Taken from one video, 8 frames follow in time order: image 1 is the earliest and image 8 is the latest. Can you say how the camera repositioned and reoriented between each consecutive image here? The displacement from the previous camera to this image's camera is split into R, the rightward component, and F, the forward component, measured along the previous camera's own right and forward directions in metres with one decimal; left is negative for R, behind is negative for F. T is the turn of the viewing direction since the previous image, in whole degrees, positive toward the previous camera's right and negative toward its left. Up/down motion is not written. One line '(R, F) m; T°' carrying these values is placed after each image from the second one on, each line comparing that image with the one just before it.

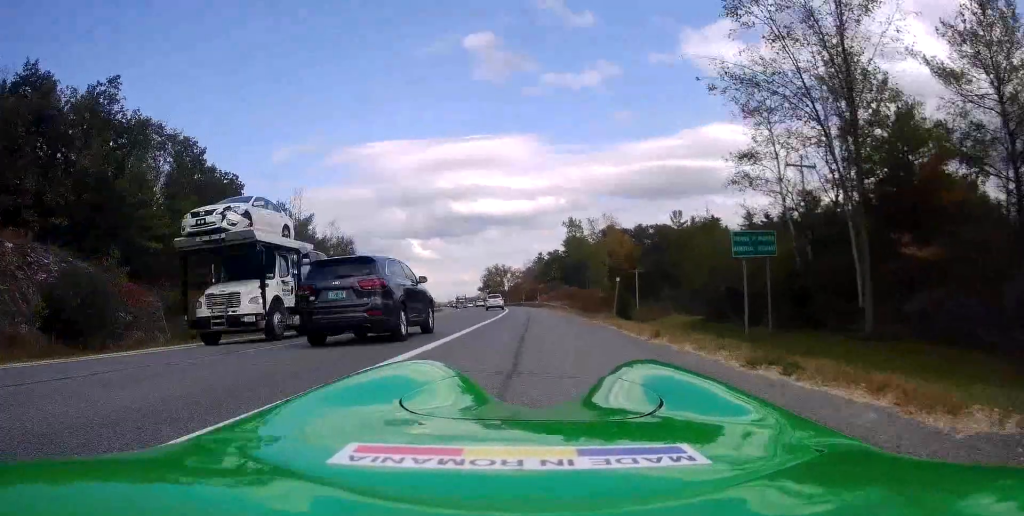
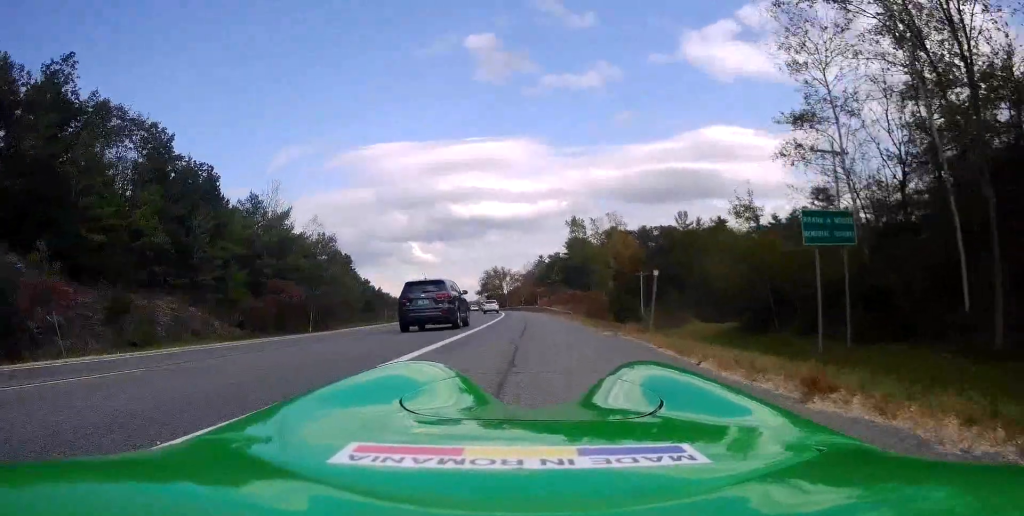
(0.0, +6.1) m; -1°
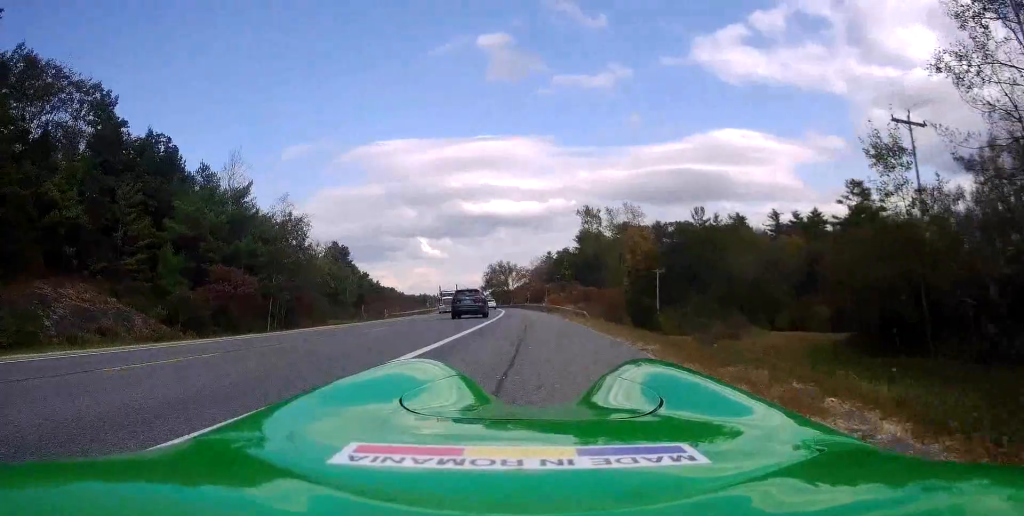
(-0.1, +10.5) m; +1°
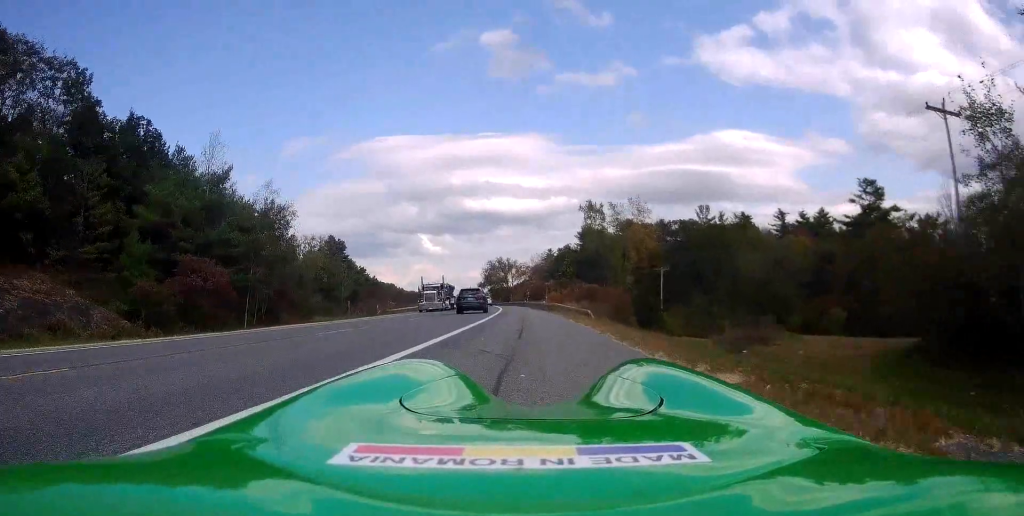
(+0.1, +4.0) m; +1°
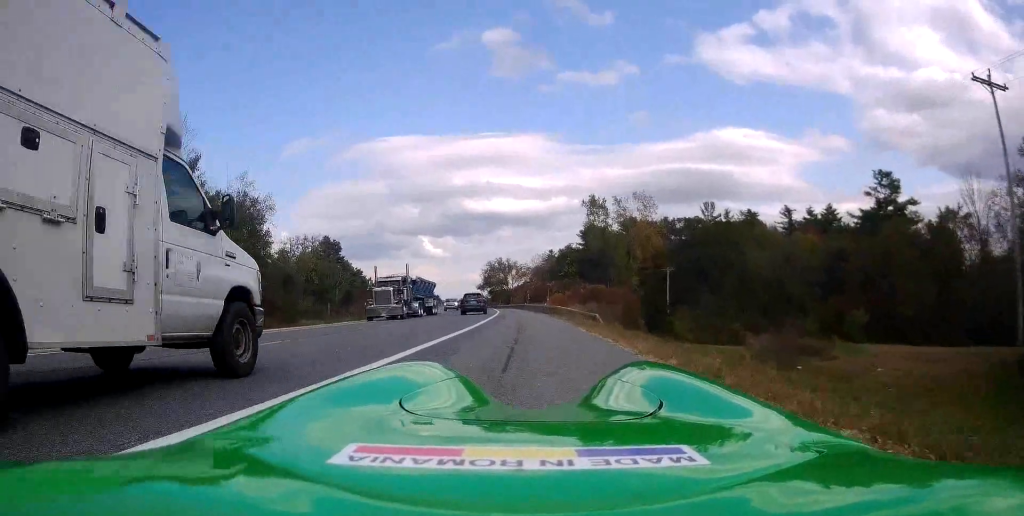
(-0.3, +4.9) m; -1°
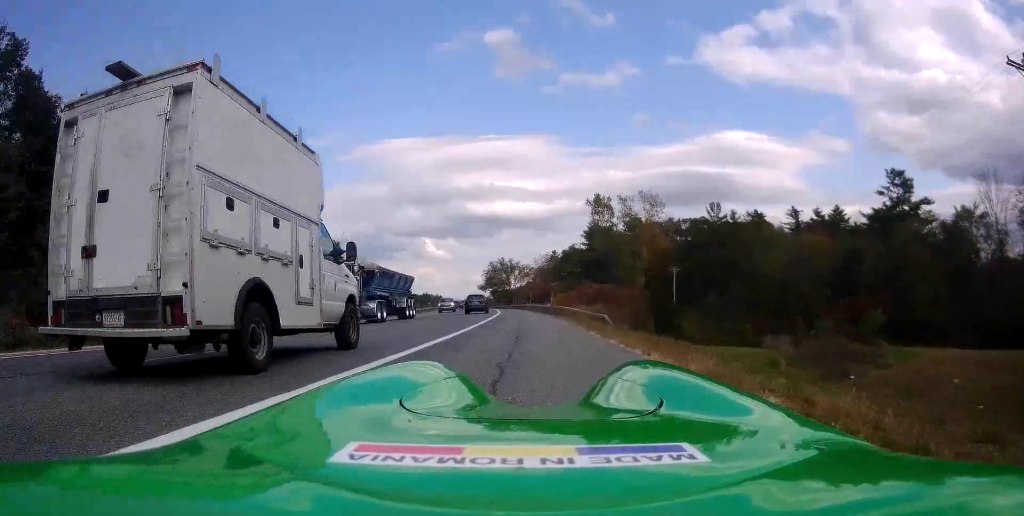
(0.0, +3.2) m; 0°
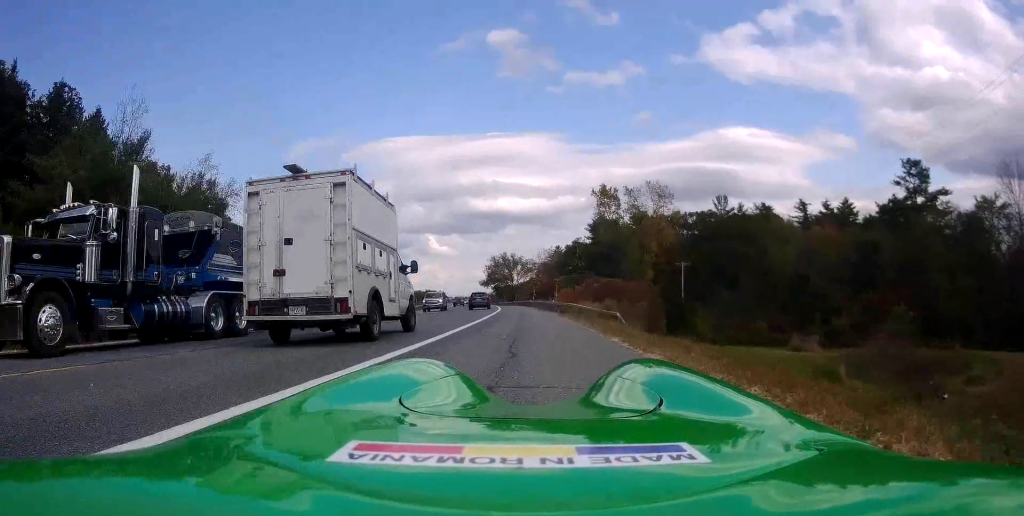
(+0.1, +3.9) m; 0°
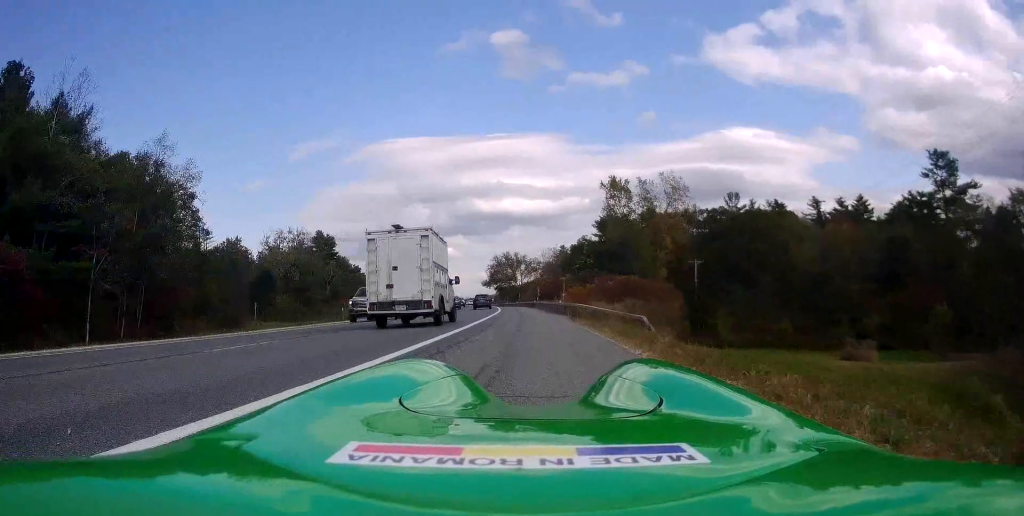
(-0.1, +6.1) m; 0°
